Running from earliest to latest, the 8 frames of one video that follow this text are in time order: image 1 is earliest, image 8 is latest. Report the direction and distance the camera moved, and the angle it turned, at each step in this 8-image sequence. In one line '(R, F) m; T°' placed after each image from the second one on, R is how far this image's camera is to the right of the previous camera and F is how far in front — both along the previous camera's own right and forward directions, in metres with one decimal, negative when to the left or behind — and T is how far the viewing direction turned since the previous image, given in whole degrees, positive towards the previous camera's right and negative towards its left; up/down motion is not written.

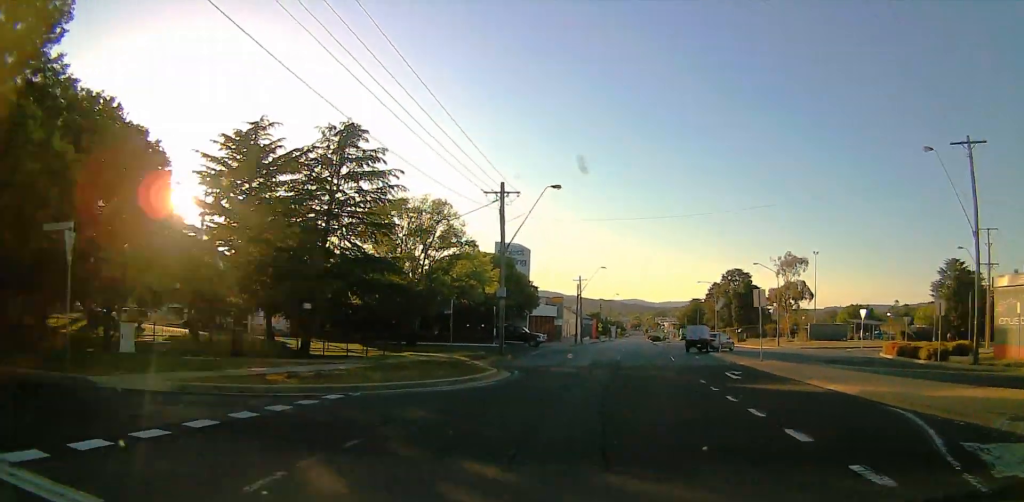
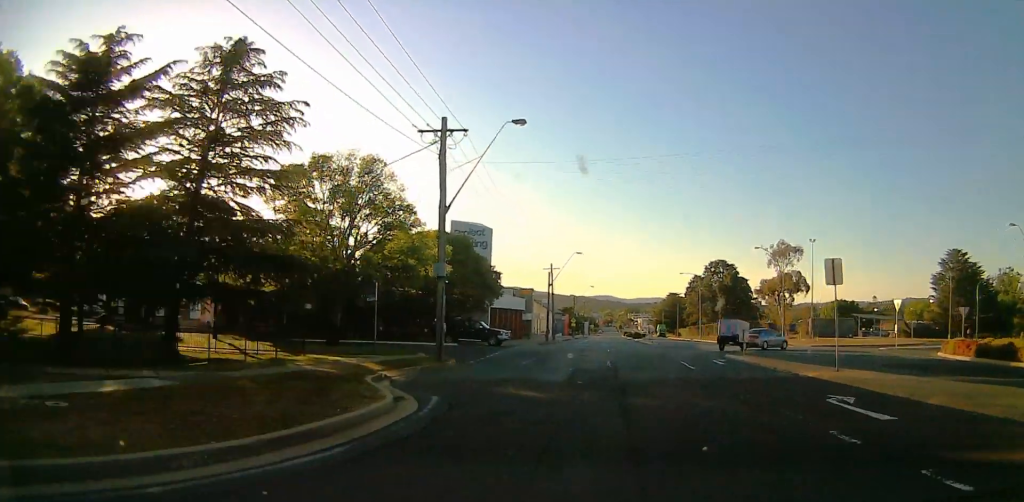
(+1.1, +11.4) m; +5°
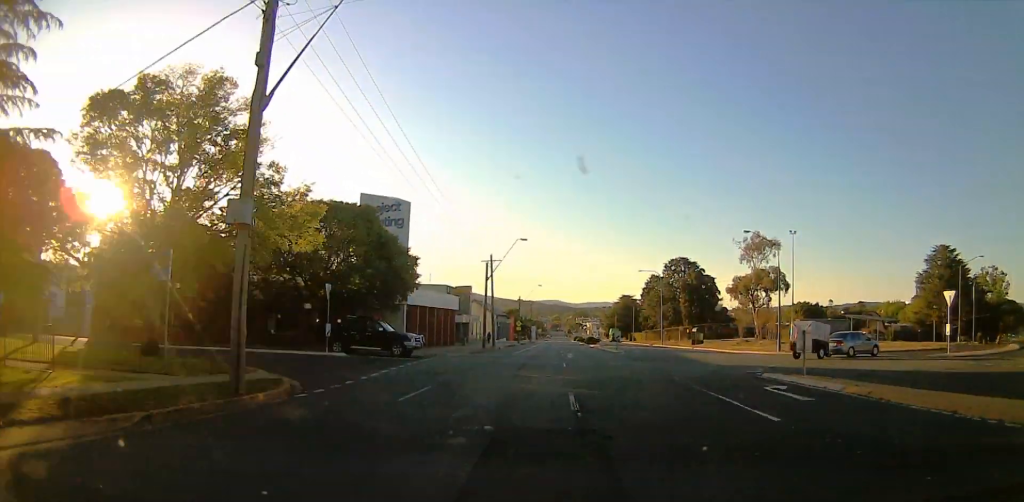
(+0.1, +13.7) m; +1°
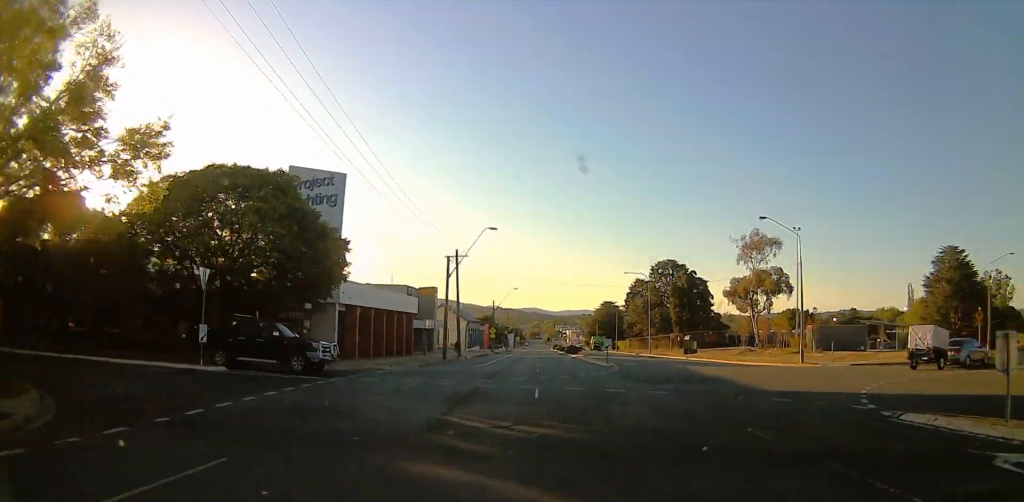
(0.0, +9.9) m; 0°
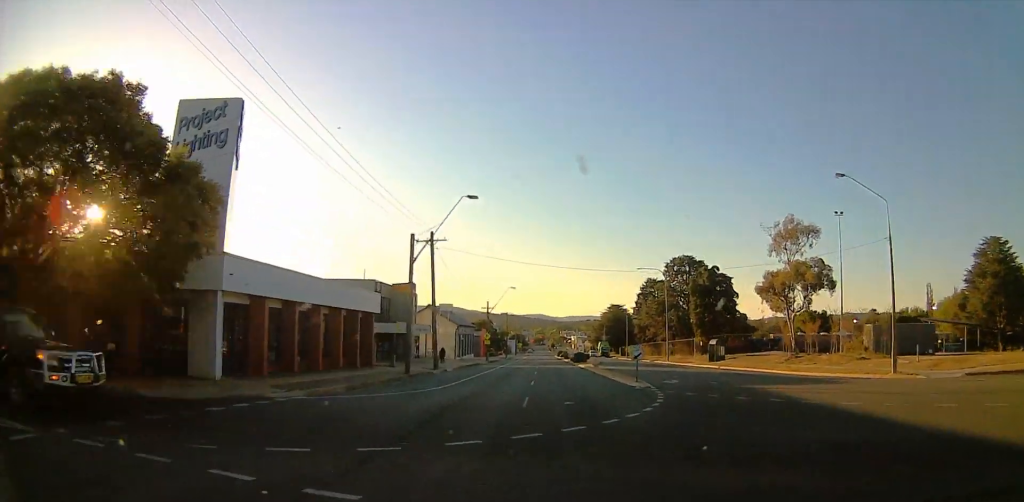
(0.0, +13.1) m; 0°
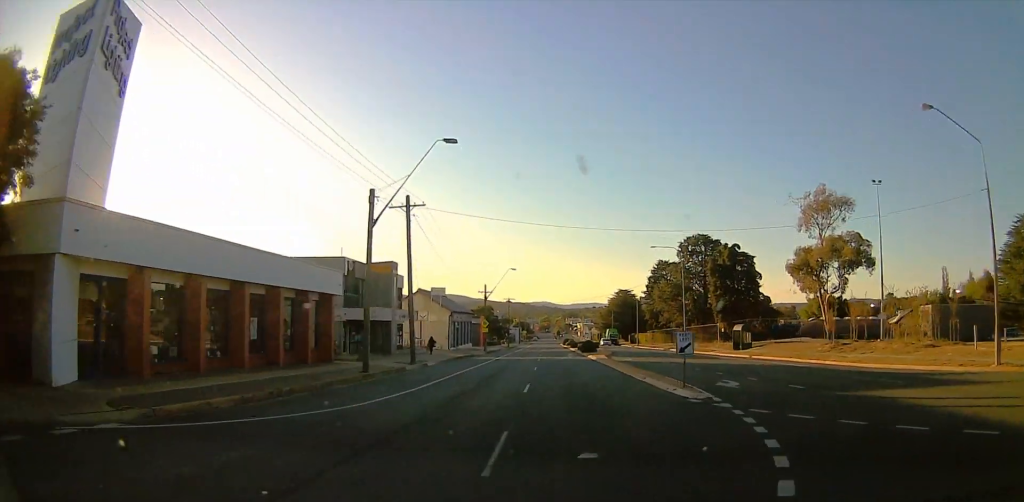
(0.0, +8.8) m; 0°
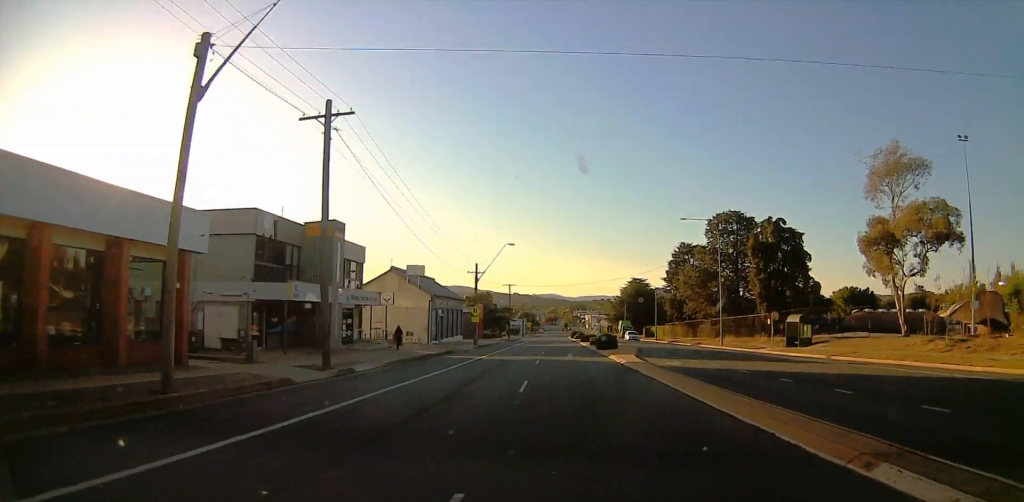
(0.0, +15.2) m; 0°
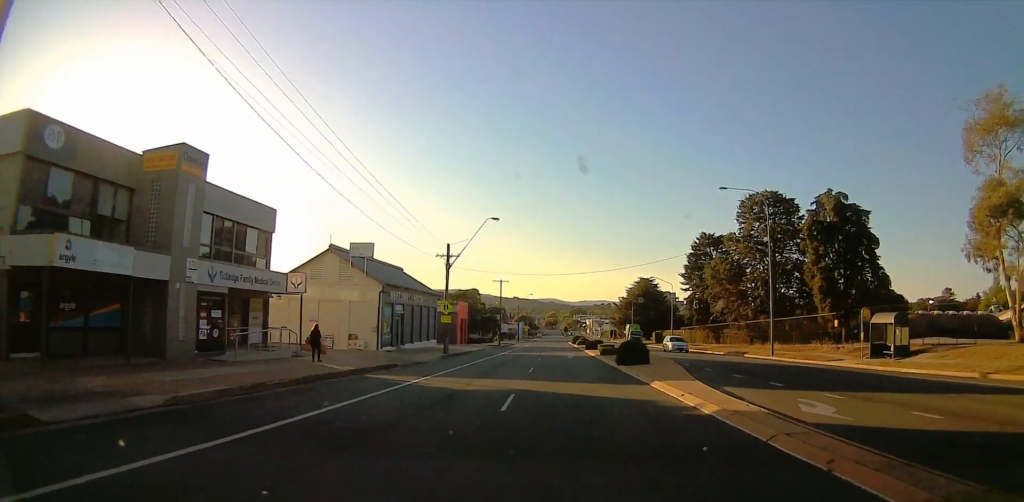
(0.0, +16.3) m; 0°
